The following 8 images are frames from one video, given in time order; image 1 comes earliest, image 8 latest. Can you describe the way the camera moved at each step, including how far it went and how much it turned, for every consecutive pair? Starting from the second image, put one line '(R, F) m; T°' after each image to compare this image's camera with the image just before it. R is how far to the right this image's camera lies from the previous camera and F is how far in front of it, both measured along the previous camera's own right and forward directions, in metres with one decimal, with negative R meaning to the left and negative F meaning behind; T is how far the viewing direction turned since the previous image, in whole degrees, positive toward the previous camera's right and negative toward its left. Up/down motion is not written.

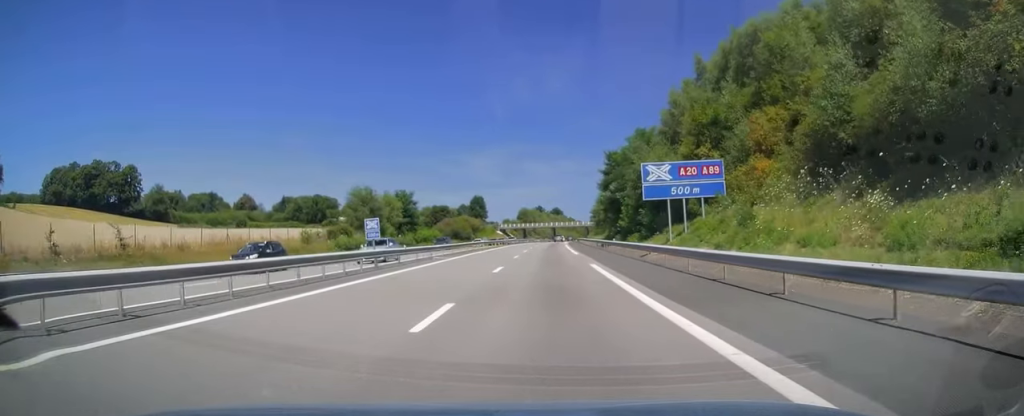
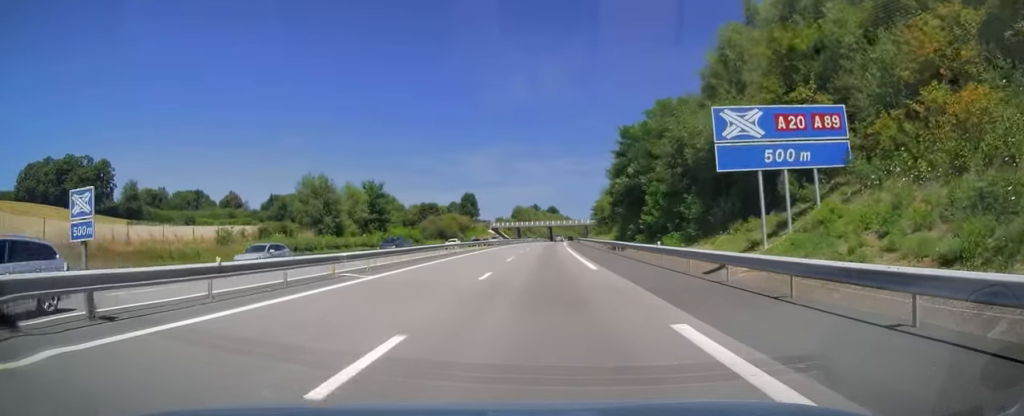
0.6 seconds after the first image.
(+0.1, +16.6) m; 0°
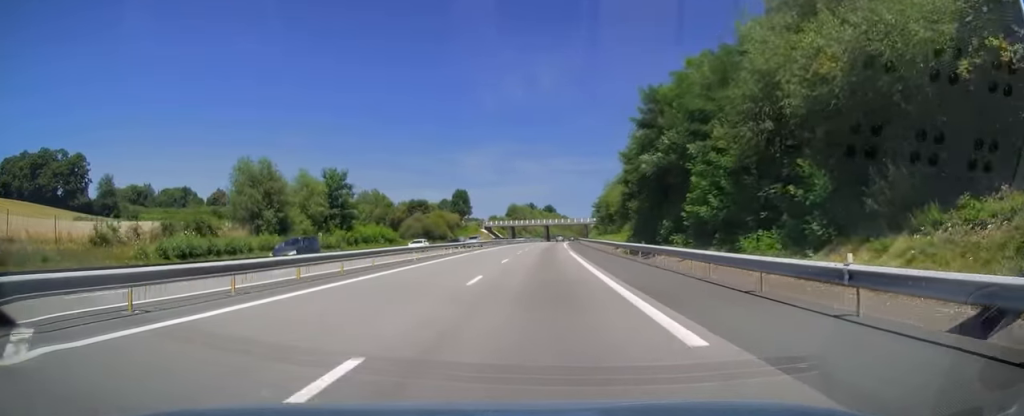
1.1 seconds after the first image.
(0.0, +14.7) m; 0°
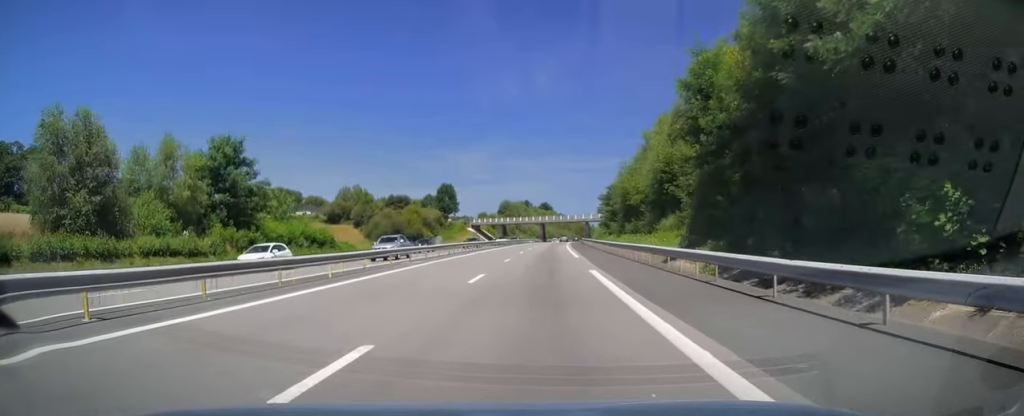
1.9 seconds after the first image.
(+0.1, +24.9) m; +1°
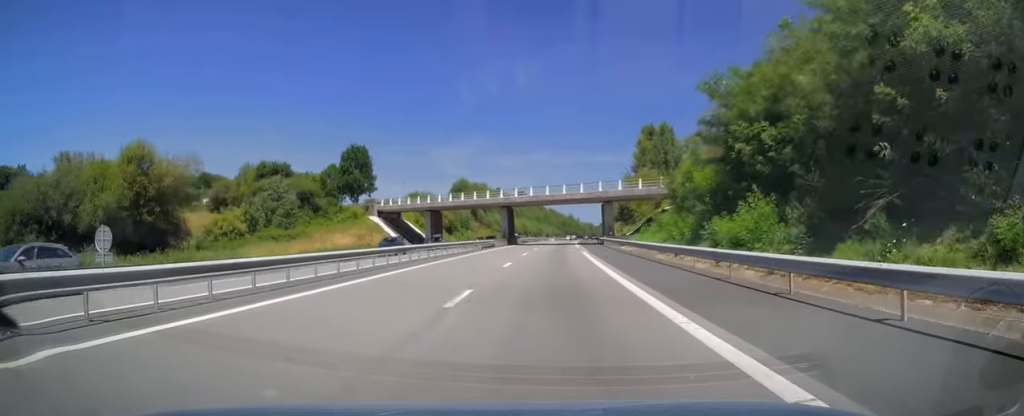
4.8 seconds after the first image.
(+1.0, +84.1) m; +2°
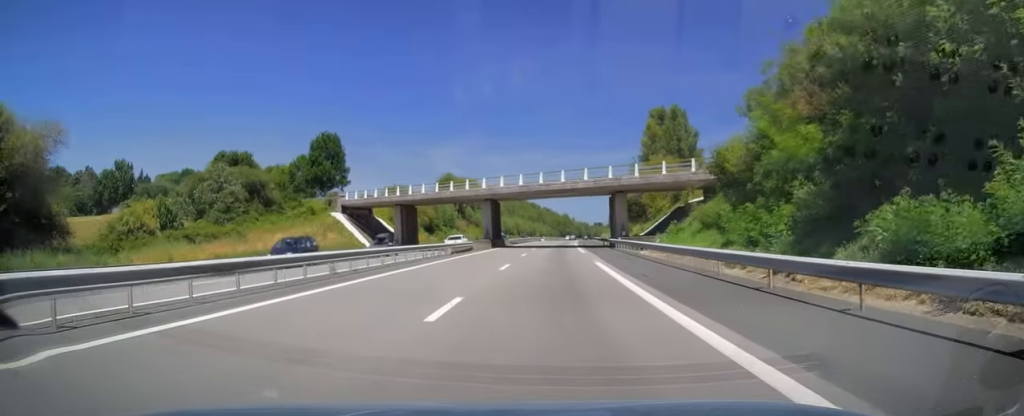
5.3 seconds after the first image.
(0.0, +14.8) m; 0°
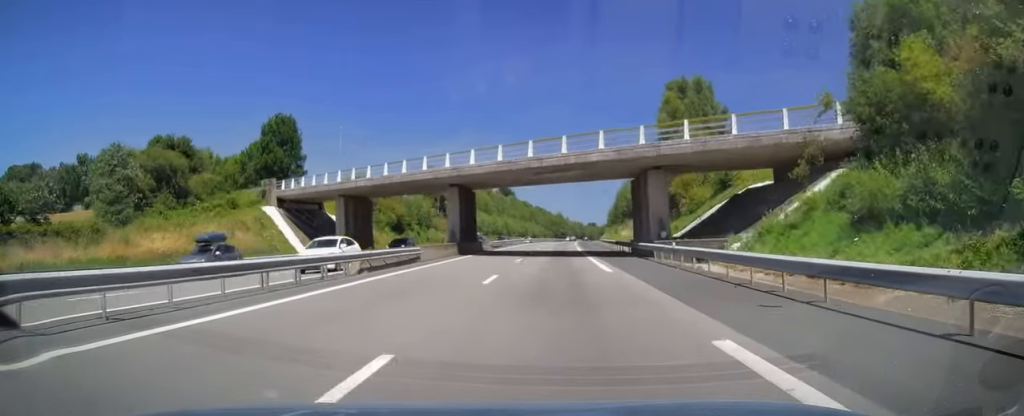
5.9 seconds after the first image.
(+0.1, +18.7) m; +1°
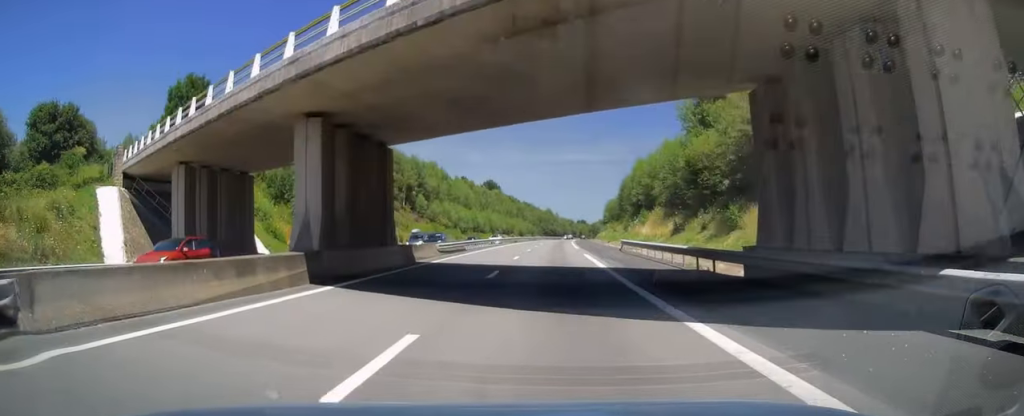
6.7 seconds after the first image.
(+0.2, +24.5) m; 0°
